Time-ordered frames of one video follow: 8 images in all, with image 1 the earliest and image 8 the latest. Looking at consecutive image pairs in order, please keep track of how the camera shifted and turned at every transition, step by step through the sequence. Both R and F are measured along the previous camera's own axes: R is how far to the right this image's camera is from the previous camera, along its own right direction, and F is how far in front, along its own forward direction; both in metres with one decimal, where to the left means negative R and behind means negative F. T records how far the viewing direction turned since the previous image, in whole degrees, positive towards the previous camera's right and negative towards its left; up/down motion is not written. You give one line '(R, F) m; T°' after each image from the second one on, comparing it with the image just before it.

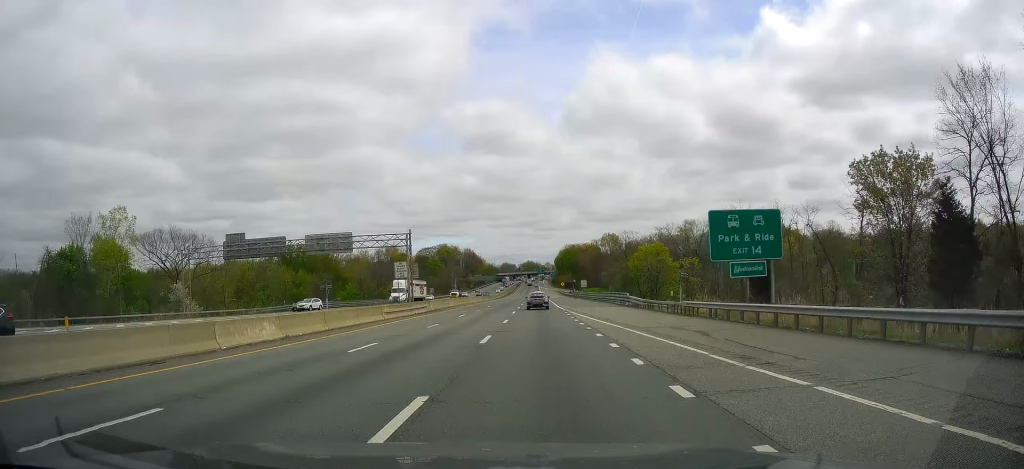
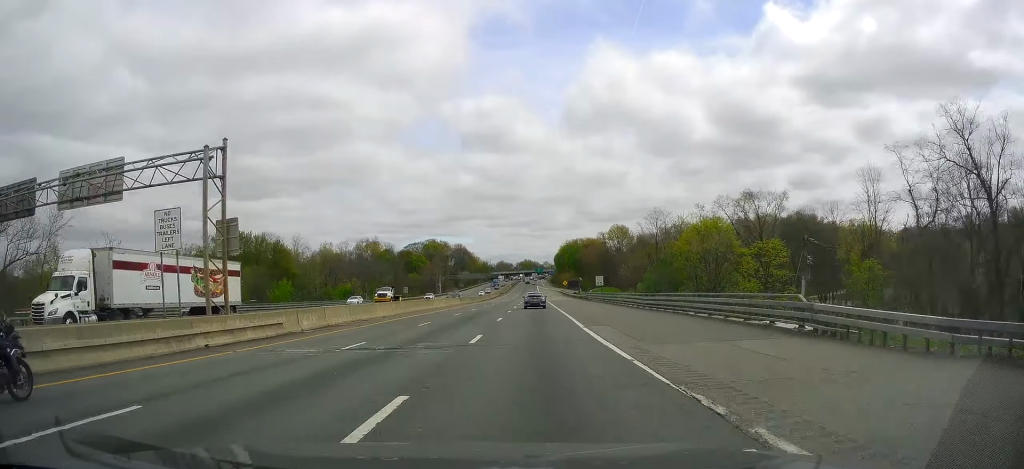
(-0.1, +36.5) m; +1°
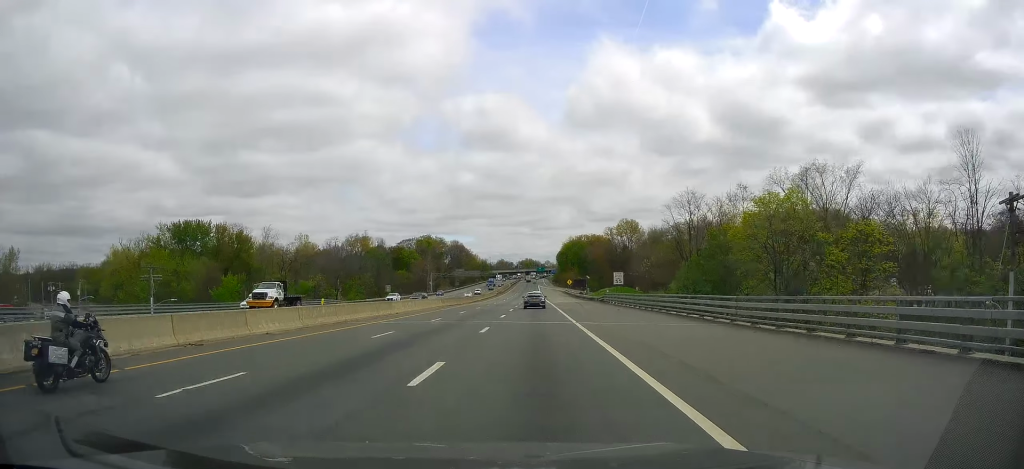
(+0.1, +20.5) m; 0°
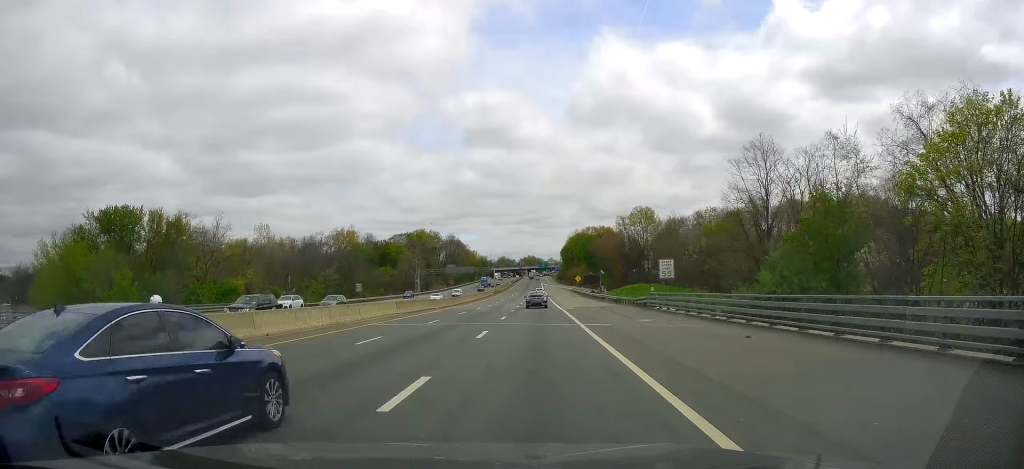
(+0.2, +26.2) m; 0°
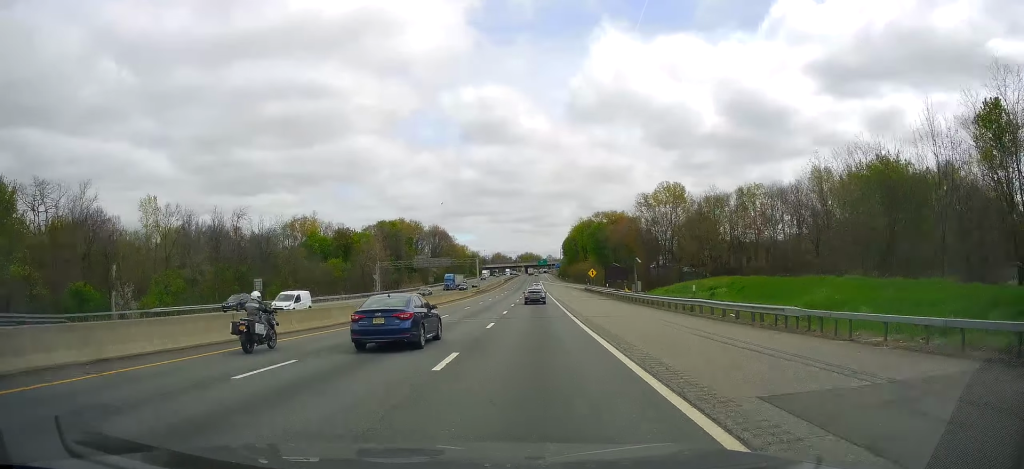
(-0.4, +44.3) m; 0°
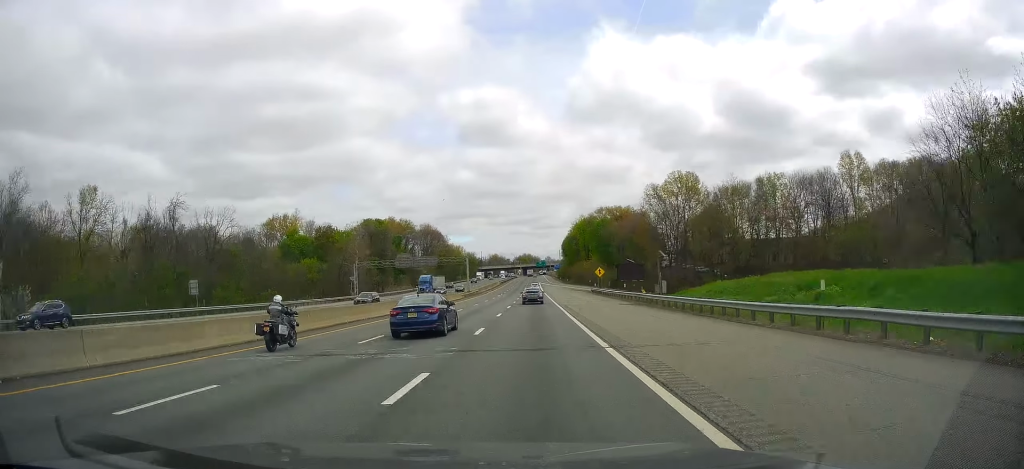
(-0.1, +15.6) m; 0°
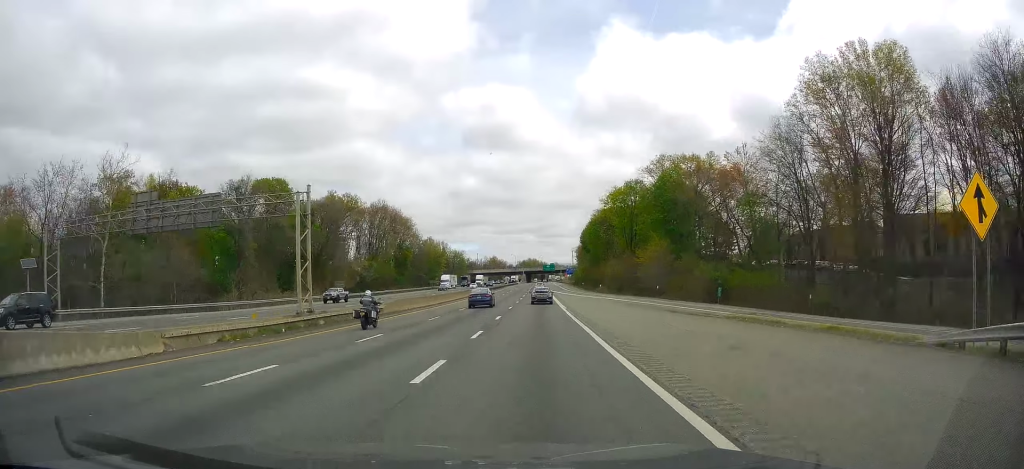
(0.0, +83.2) m; 0°
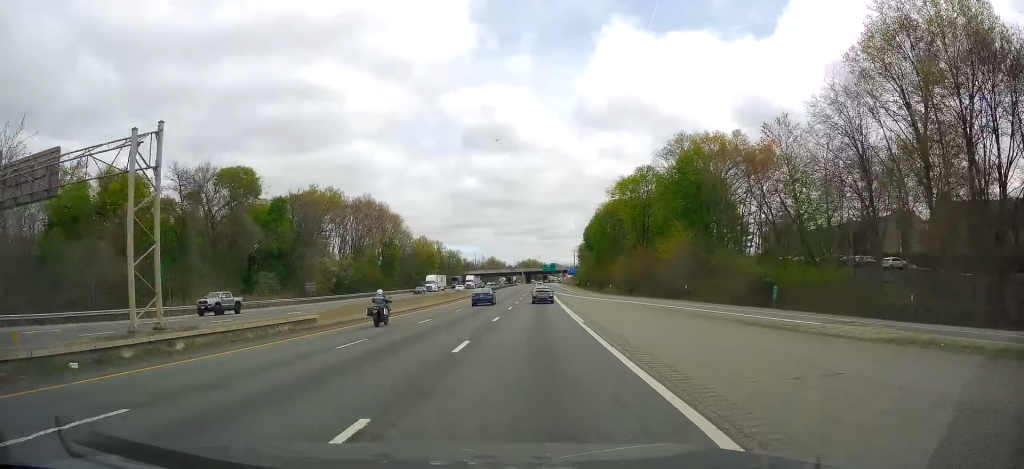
(-0.1, +14.6) m; 0°
